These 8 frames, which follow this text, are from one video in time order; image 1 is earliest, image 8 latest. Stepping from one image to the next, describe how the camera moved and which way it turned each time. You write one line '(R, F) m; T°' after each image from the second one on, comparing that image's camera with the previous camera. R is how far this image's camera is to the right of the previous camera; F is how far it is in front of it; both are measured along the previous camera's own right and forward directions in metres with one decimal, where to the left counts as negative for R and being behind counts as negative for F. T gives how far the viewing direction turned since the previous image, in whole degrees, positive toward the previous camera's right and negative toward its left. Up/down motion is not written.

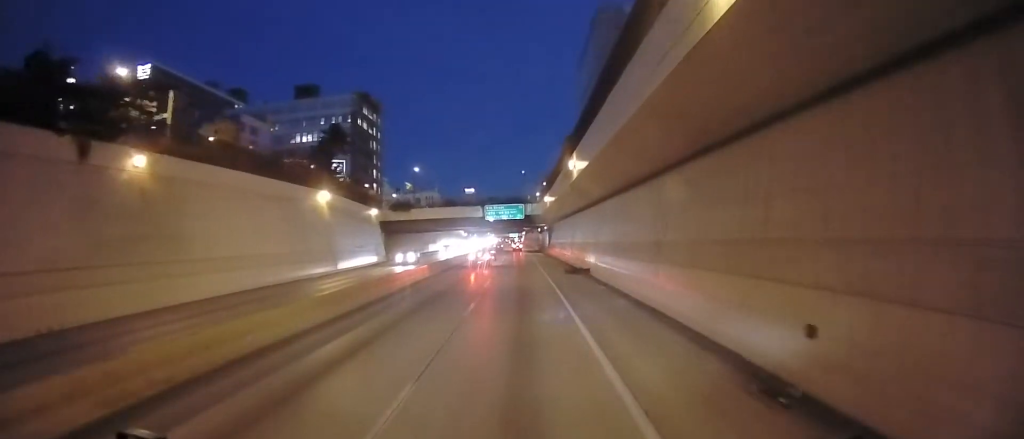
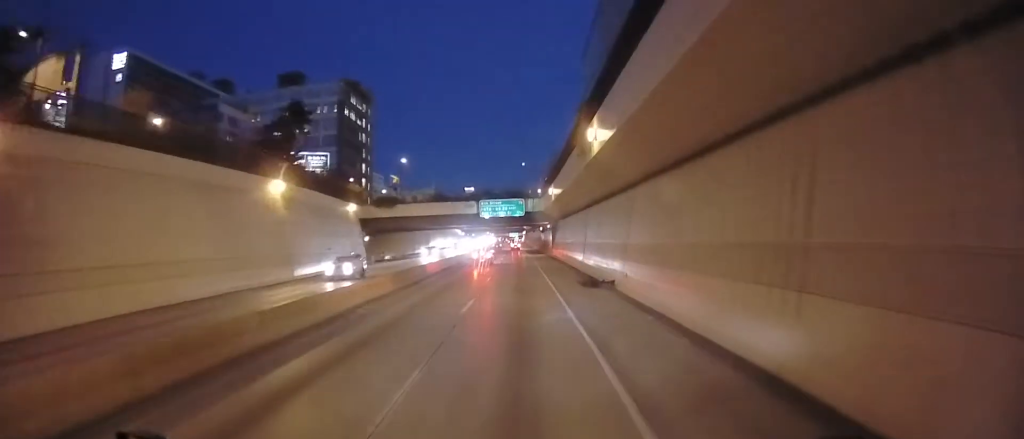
(+0.1, +11.4) m; -1°
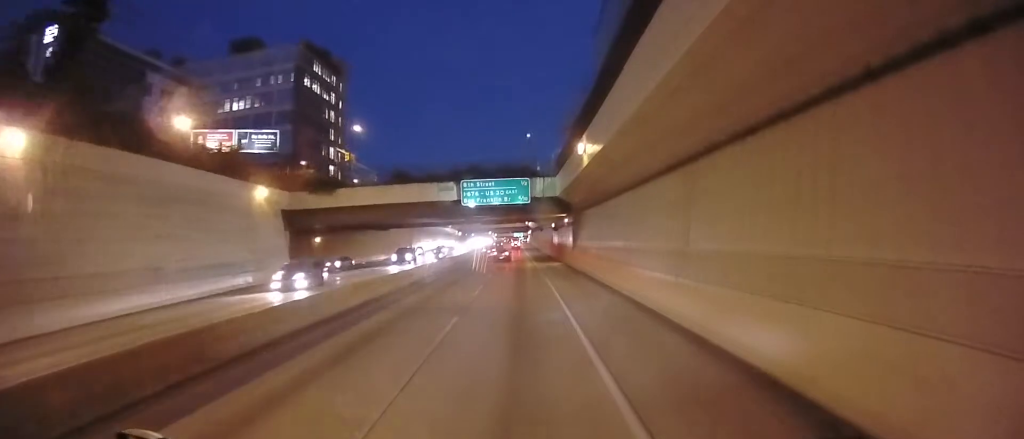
(-0.6, +28.2) m; -2°
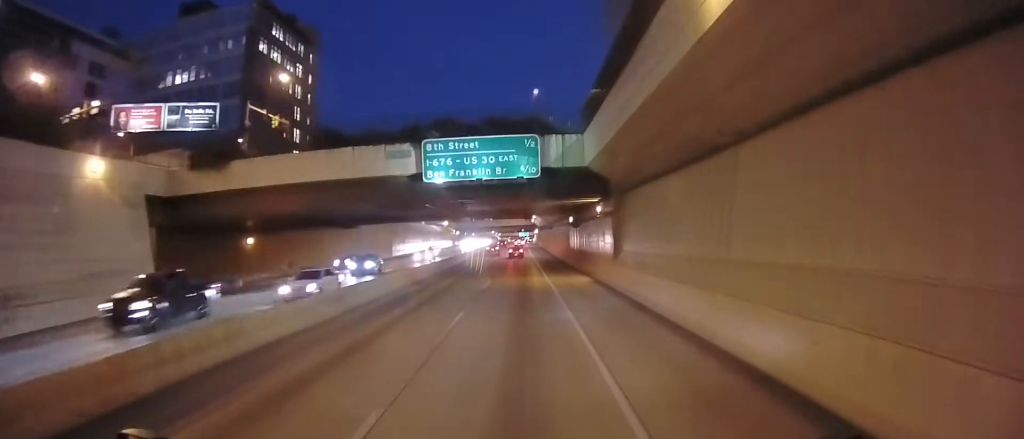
(-0.1, +21.8) m; 0°
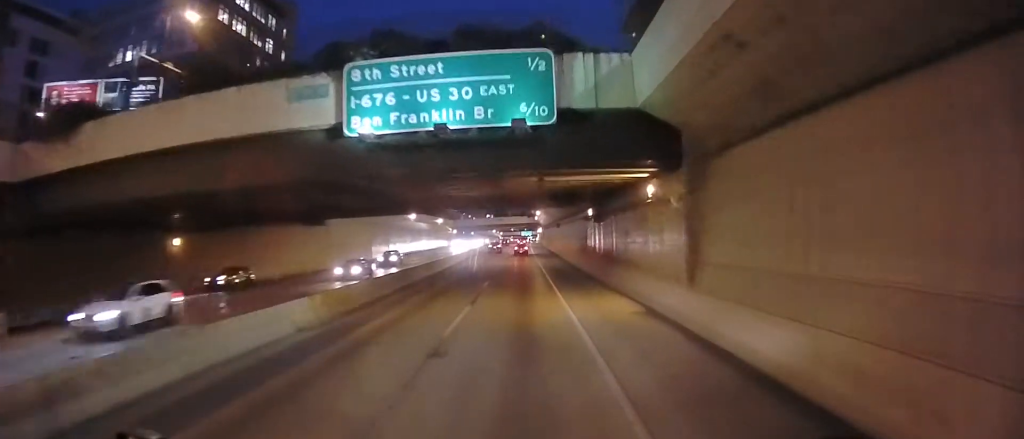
(0.0, +14.0) m; 0°
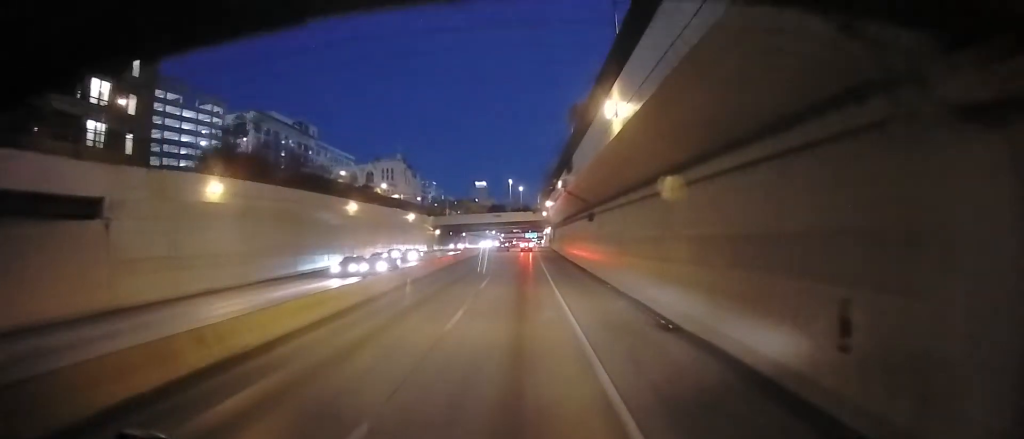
(0.0, +37.9) m; +1°
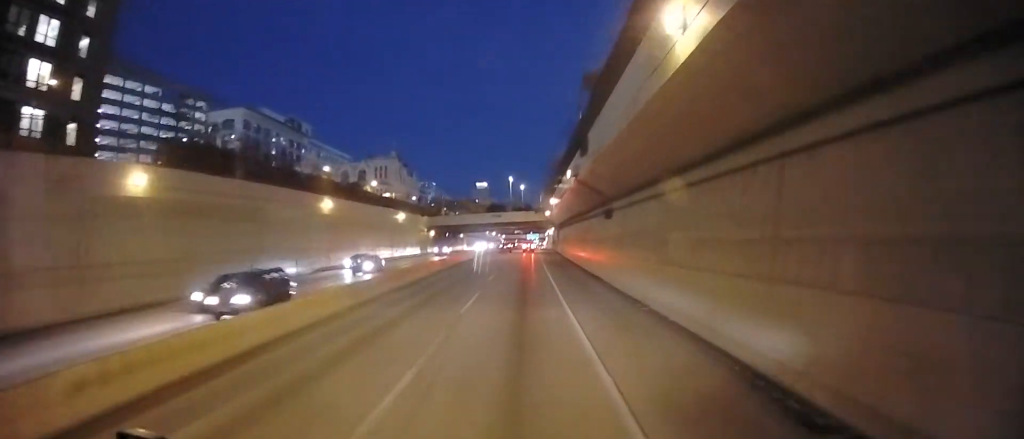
(0.0, +8.9) m; +1°
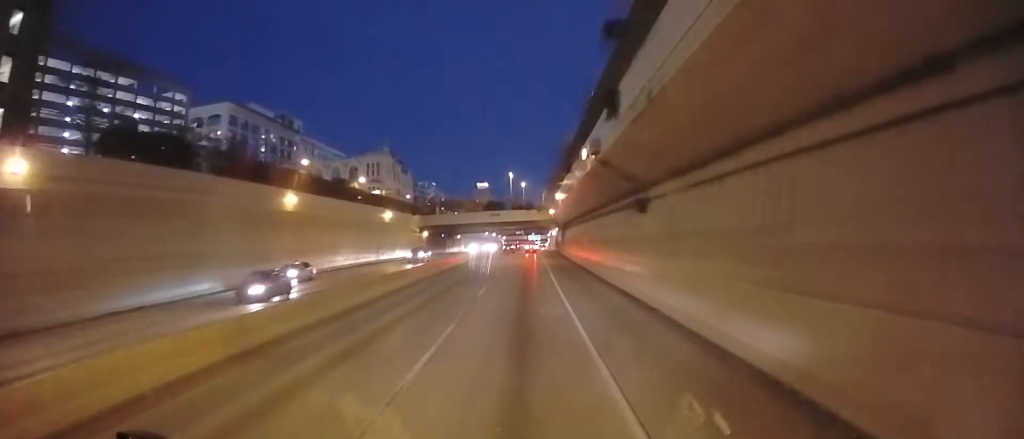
(+0.2, +9.5) m; +1°
